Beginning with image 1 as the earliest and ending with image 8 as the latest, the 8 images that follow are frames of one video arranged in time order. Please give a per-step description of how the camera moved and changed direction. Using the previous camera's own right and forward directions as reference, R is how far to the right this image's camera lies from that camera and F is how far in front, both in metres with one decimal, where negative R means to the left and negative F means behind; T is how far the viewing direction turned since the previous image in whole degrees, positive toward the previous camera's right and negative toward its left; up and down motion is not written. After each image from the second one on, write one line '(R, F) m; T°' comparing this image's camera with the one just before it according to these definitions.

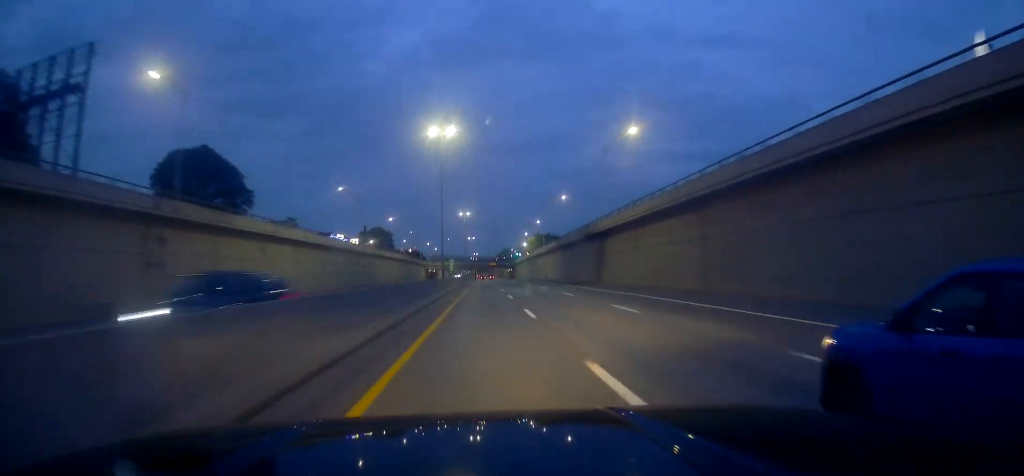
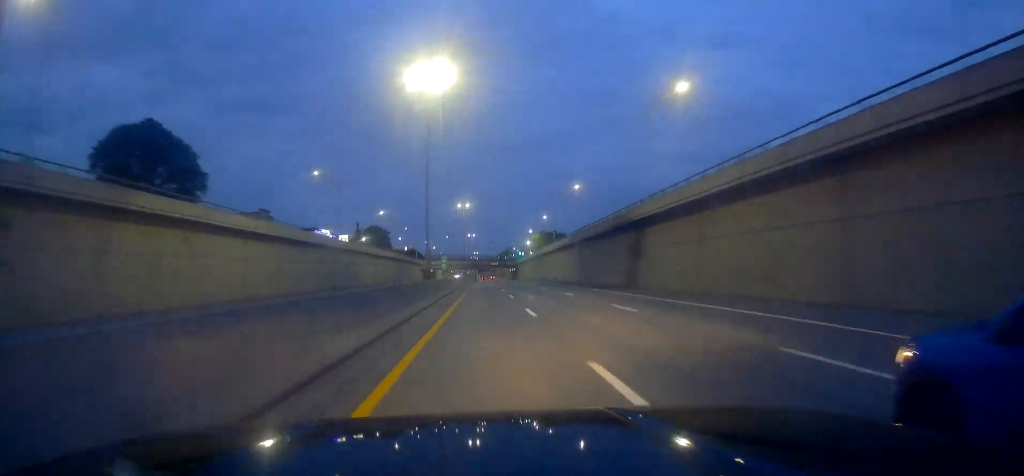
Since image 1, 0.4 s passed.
(+0.2, +14.5) m; 0°
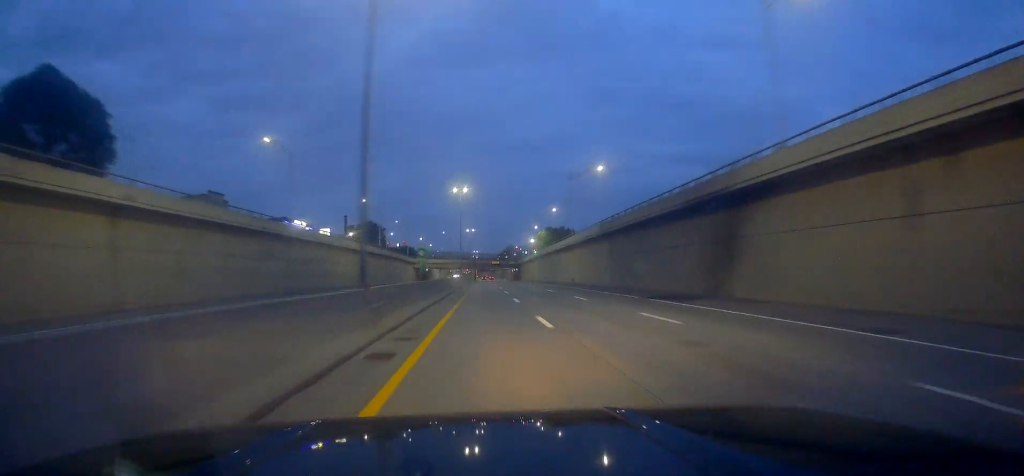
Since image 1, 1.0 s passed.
(0.0, +20.2) m; 0°
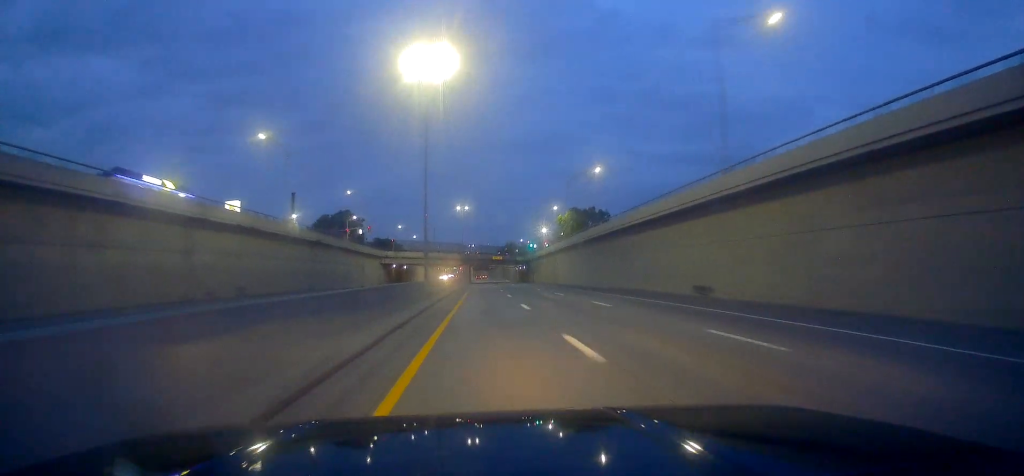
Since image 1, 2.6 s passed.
(+0.1, +51.9) m; 0°
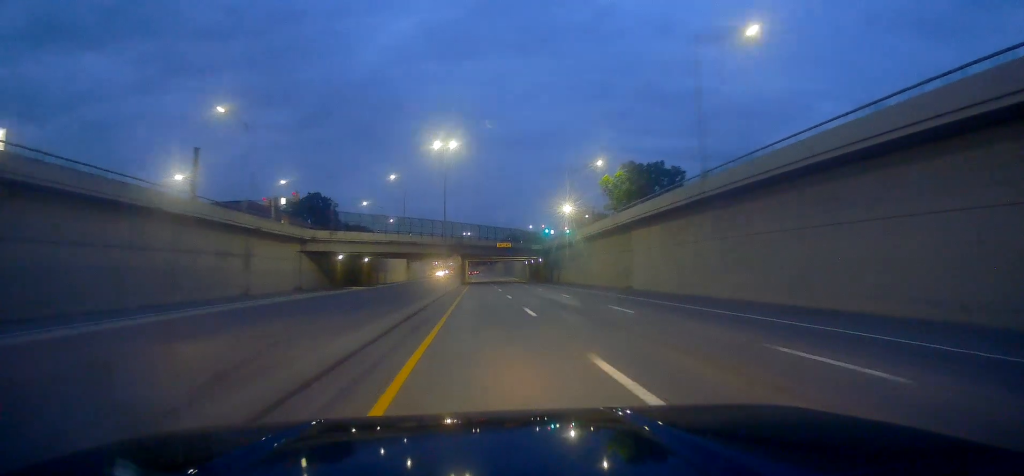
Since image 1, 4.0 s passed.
(+0.1, +50.0) m; +1°
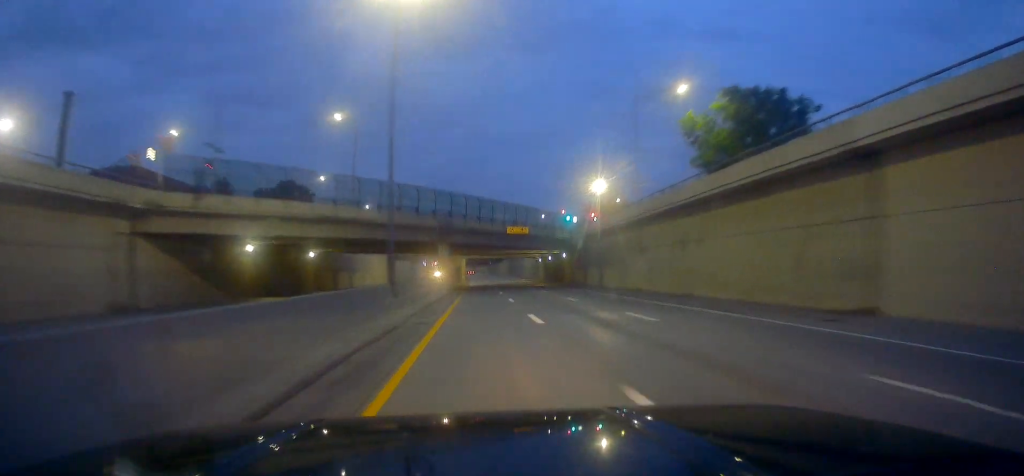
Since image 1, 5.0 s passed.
(+0.3, +33.9) m; 0°
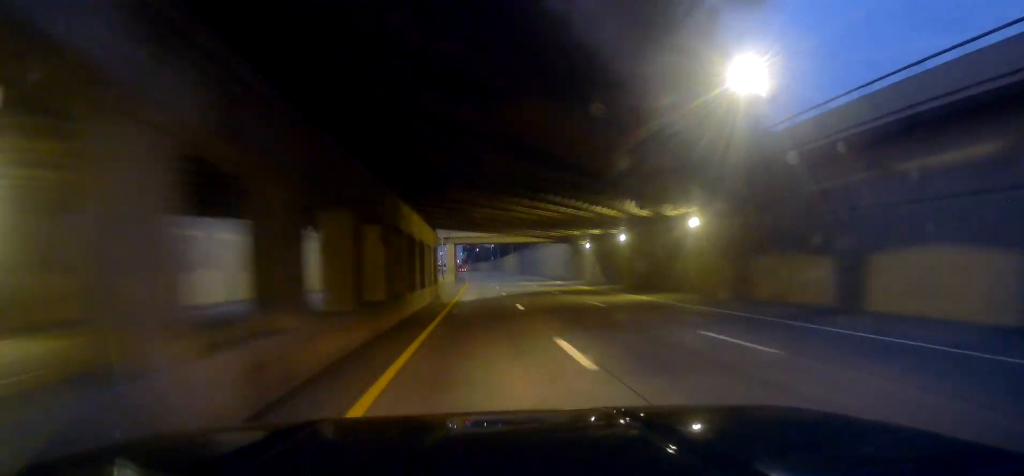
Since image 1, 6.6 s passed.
(-0.3, +54.2) m; 0°
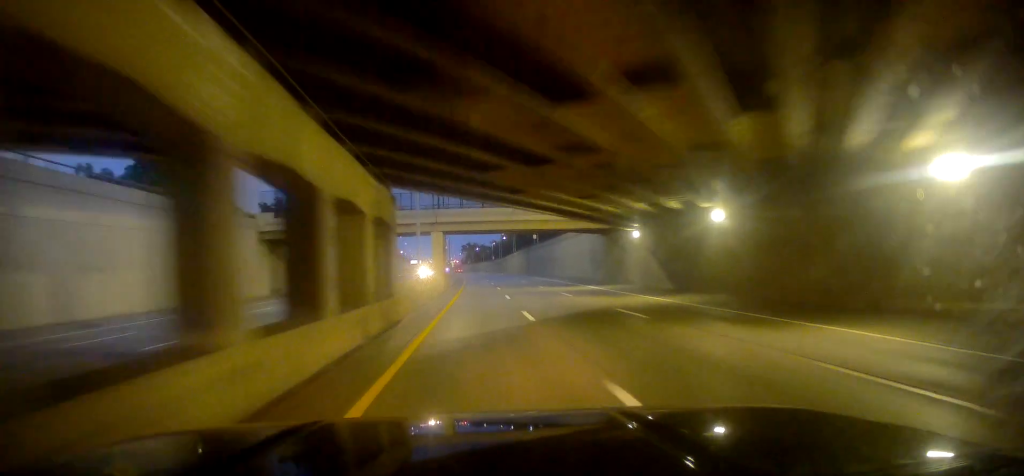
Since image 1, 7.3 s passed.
(0.0, +21.5) m; 0°
